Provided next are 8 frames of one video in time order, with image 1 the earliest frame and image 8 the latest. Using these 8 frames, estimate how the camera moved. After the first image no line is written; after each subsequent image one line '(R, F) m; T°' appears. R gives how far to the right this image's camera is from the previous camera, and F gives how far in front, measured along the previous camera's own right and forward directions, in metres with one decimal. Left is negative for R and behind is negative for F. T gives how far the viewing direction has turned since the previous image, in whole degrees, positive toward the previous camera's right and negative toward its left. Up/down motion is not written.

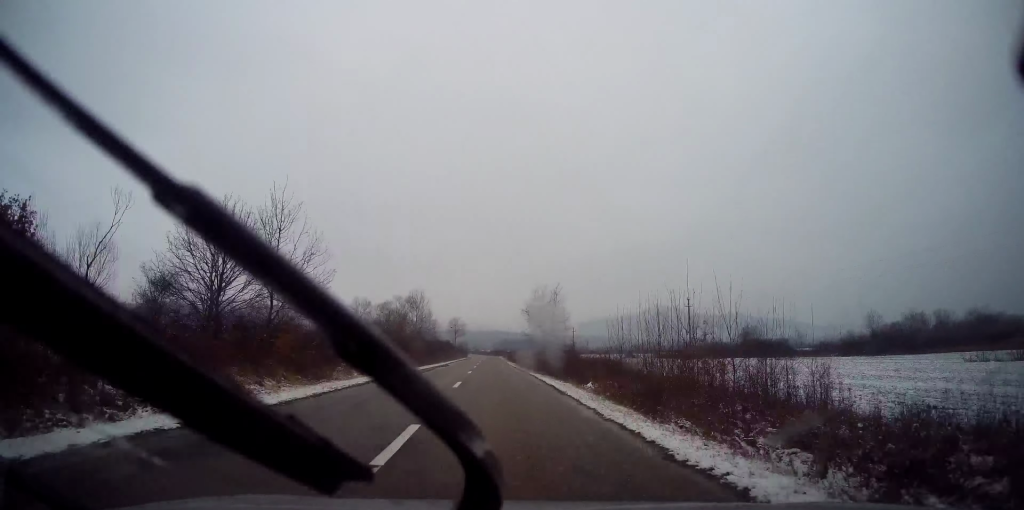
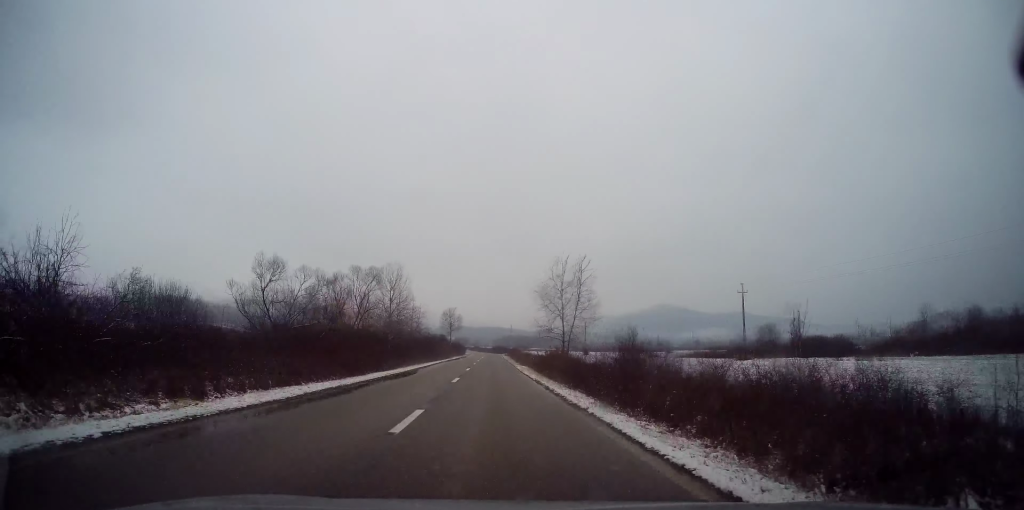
(0.0, +20.8) m; 0°
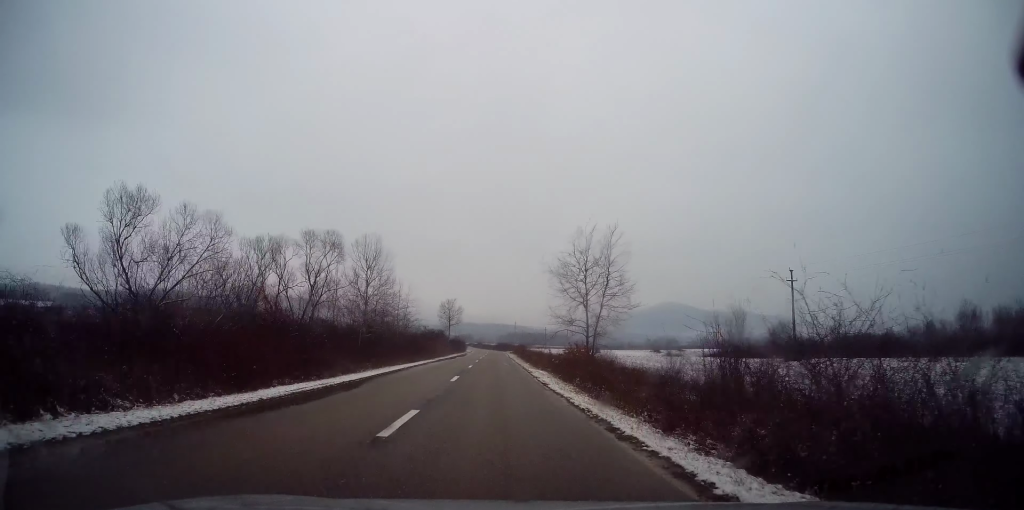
(-0.1, +12.5) m; 0°
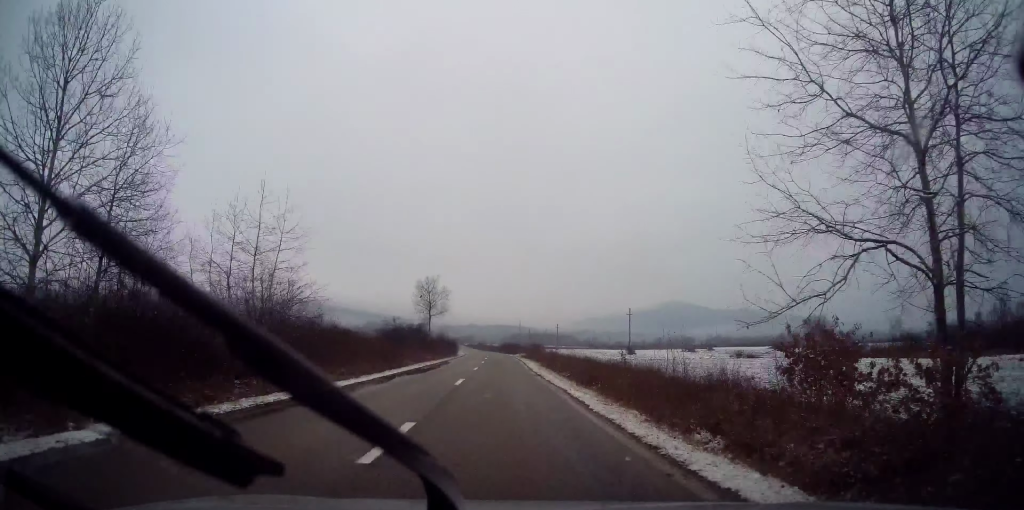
(-0.1, +36.0) m; 0°
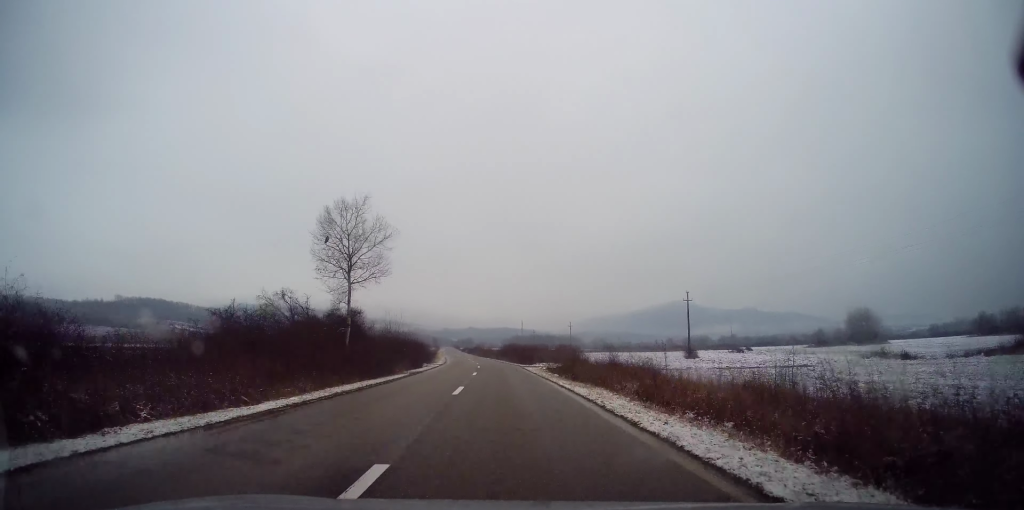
(+0.3, +37.8) m; 0°
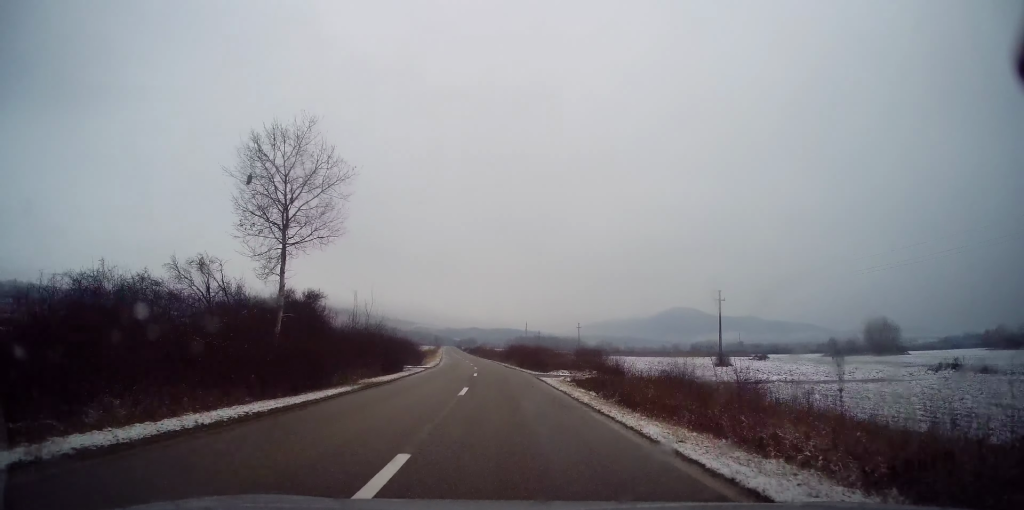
(-0.1, +11.0) m; 0°
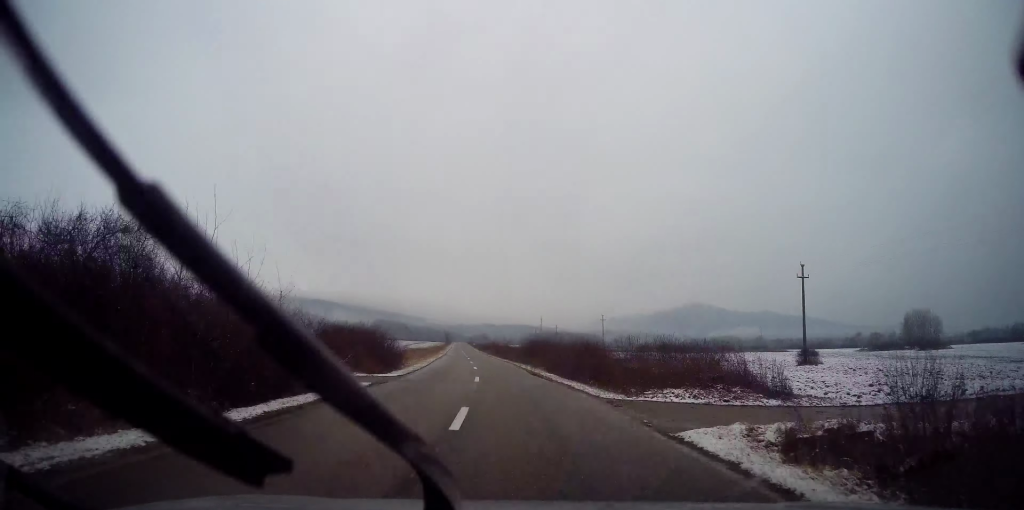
(-0.3, +18.6) m; -1°
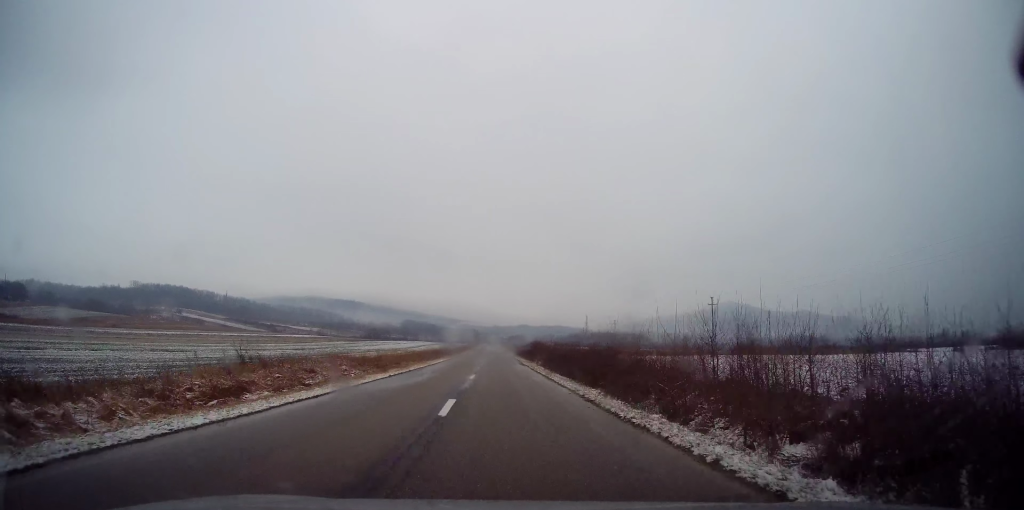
(-1.8, +56.8) m; -4°
